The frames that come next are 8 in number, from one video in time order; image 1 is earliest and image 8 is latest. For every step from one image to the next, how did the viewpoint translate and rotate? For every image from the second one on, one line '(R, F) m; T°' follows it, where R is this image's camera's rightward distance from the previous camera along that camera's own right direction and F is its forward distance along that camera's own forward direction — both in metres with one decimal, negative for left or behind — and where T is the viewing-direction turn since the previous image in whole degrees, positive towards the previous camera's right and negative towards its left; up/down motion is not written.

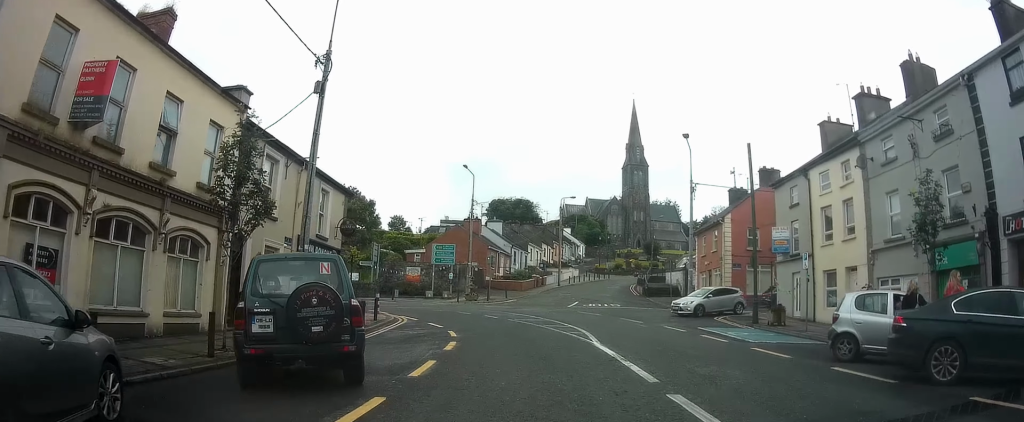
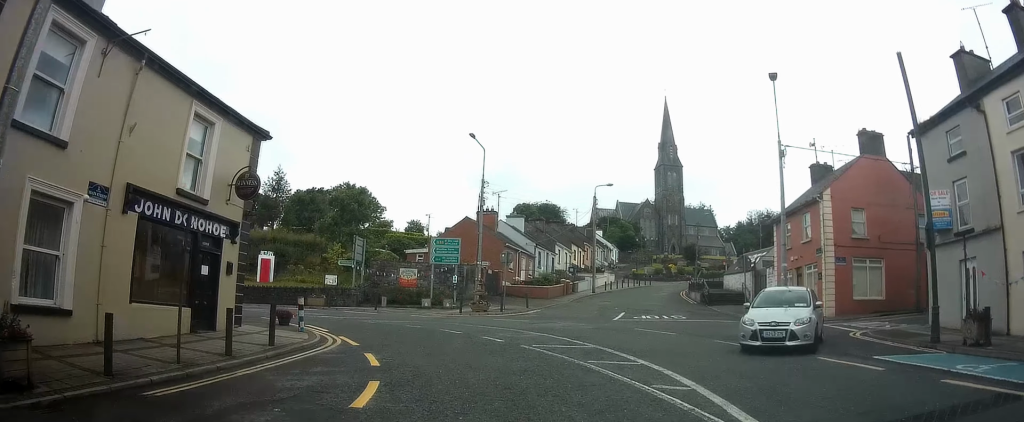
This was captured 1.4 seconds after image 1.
(+0.4, +11.9) m; -1°
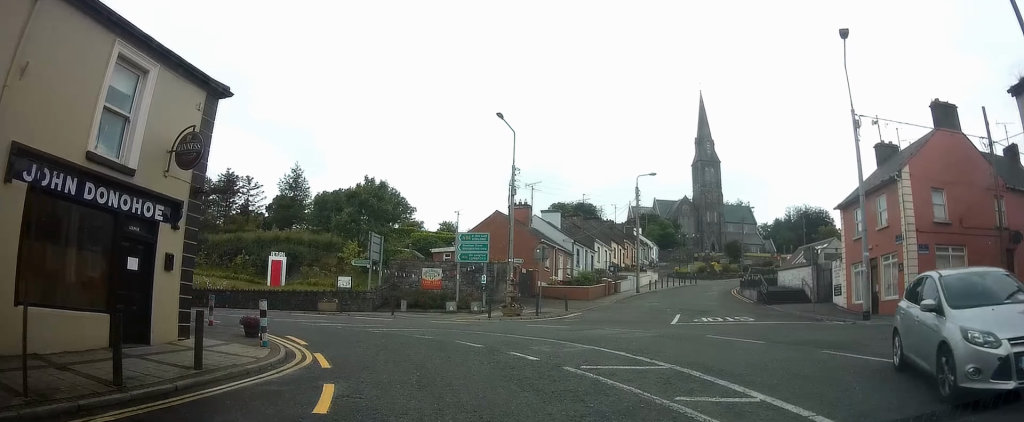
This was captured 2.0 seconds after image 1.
(-0.3, +4.8) m; -5°
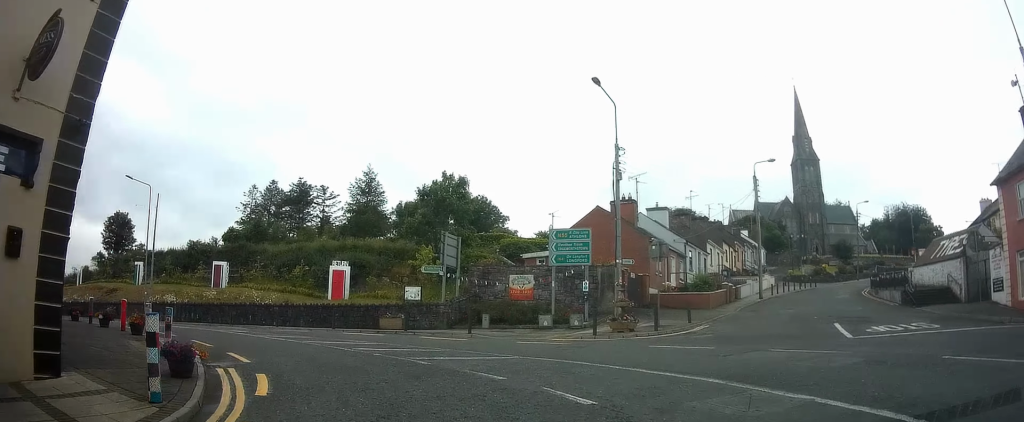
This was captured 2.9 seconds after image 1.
(-0.4, +7.1) m; -11°
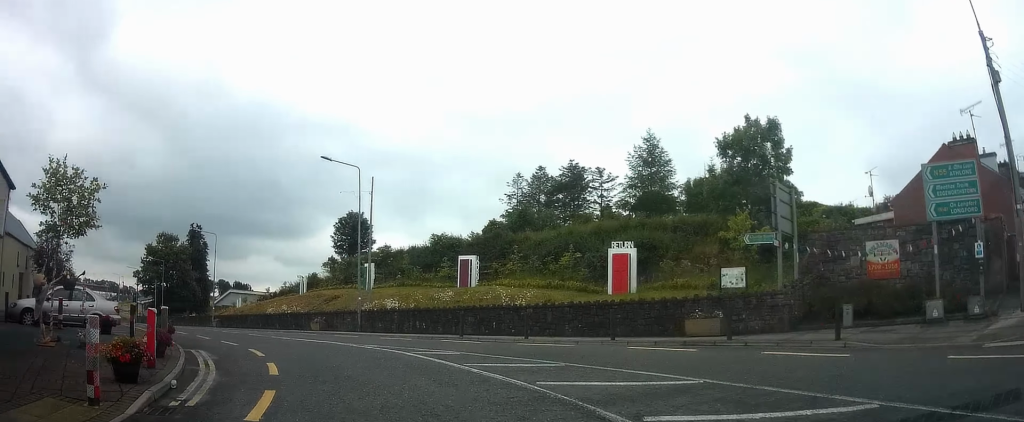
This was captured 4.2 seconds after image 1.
(-1.9, +10.4) m; -26°
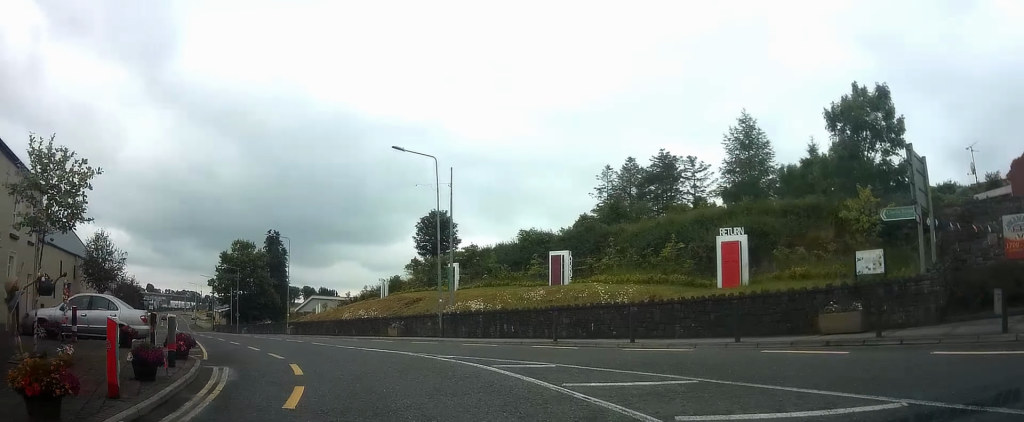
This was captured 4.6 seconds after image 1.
(-0.5, +3.4) m; -8°
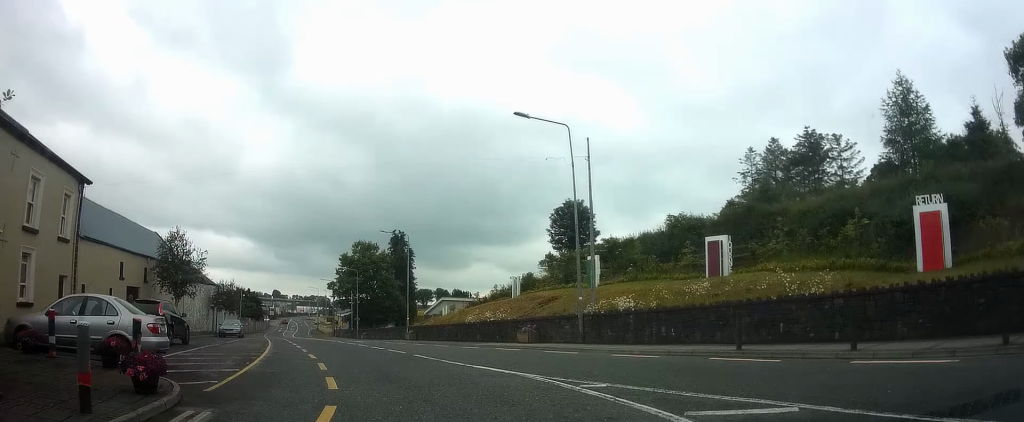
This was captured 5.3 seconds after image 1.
(-0.4, +5.9) m; -13°
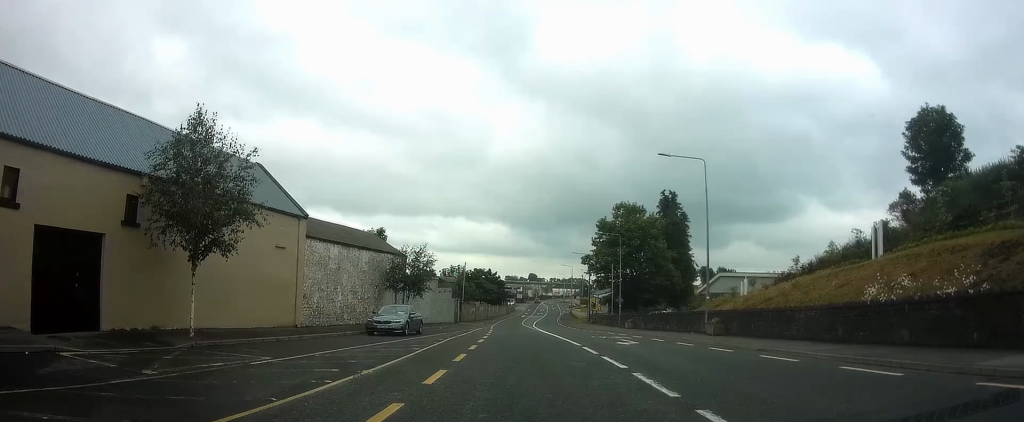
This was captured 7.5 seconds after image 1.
(-5.9, +22.8) m; -21°
